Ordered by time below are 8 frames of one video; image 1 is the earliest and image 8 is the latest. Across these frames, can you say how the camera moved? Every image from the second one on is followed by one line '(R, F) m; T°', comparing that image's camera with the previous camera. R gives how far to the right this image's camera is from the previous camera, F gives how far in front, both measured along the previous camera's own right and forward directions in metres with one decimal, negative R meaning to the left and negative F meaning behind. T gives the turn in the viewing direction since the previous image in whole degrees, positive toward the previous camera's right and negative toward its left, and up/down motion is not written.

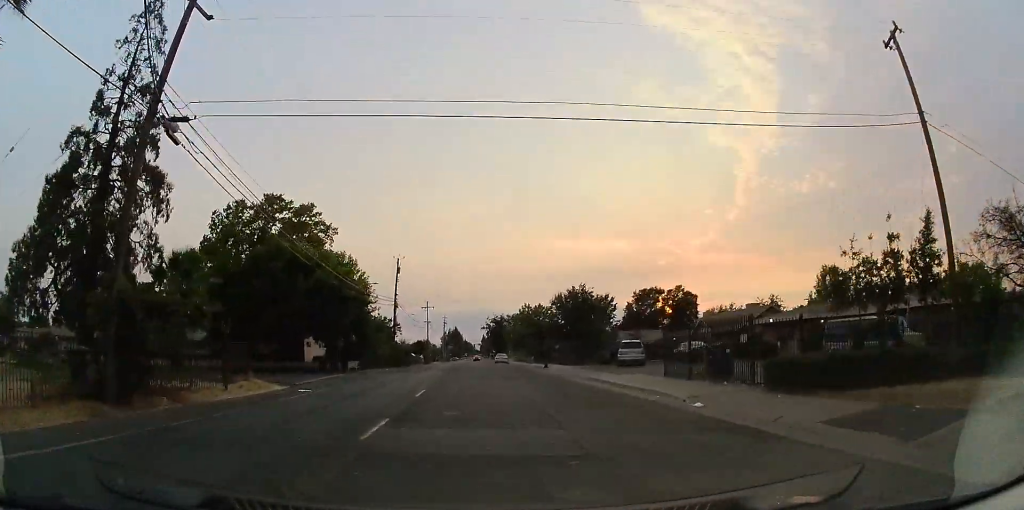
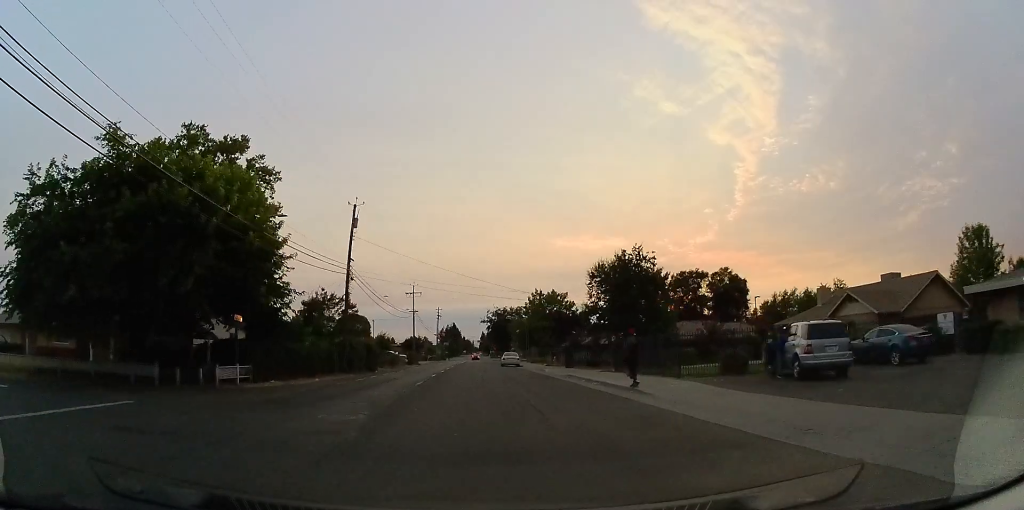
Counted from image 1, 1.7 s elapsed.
(0.0, +21.2) m; -1°
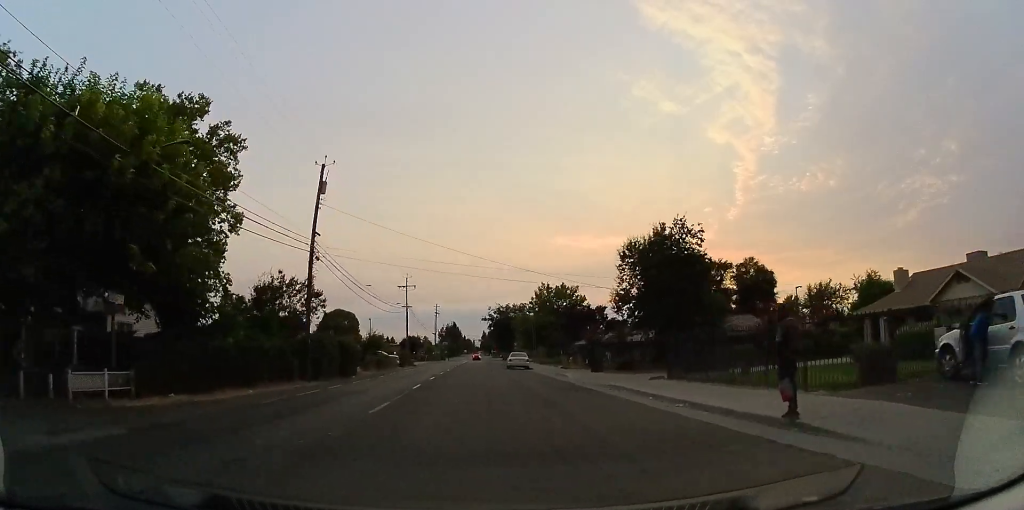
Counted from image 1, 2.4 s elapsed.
(0.0, +8.5) m; 0°
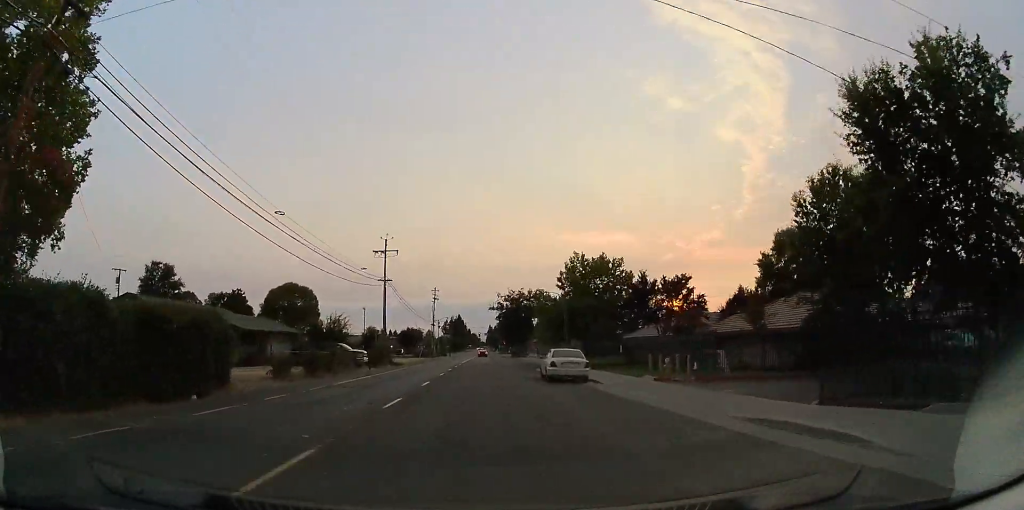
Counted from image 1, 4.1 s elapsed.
(-0.2, +21.0) m; 0°
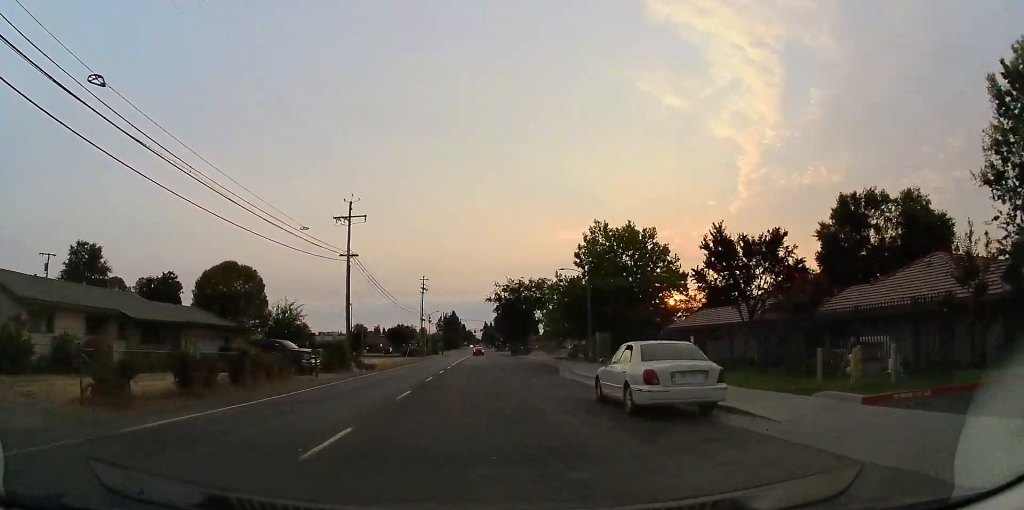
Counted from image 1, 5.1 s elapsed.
(0.0, +12.3) m; 0°
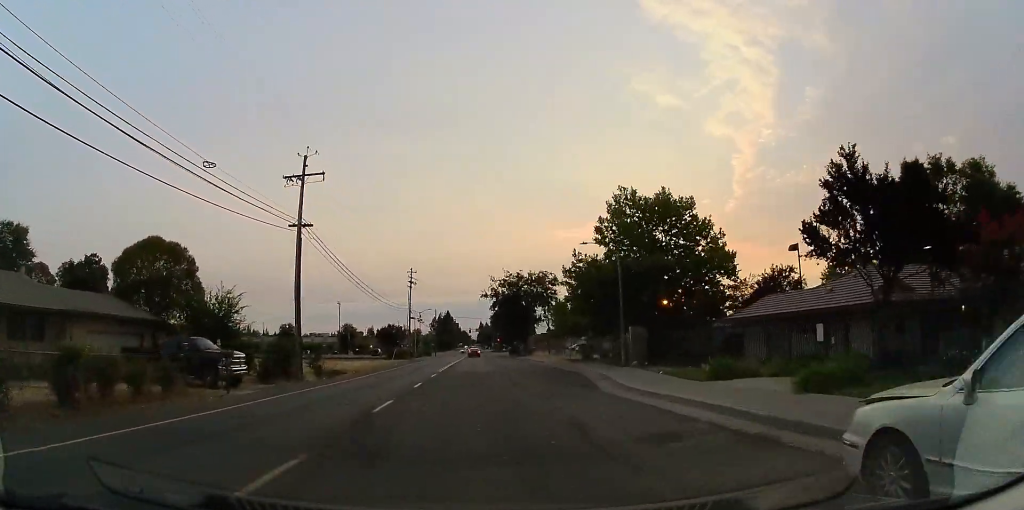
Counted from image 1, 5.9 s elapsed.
(0.0, +9.6) m; 0°
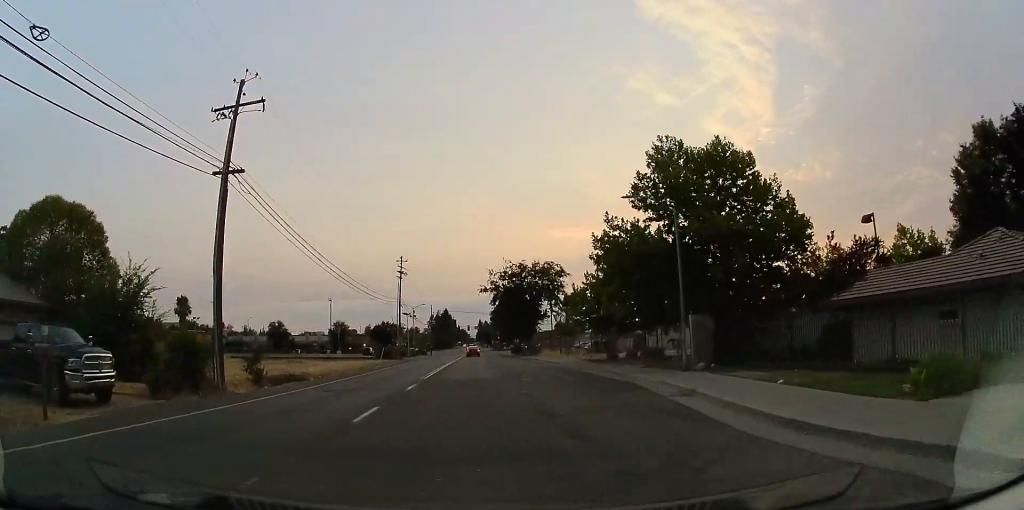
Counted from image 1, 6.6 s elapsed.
(0.0, +8.8) m; 0°
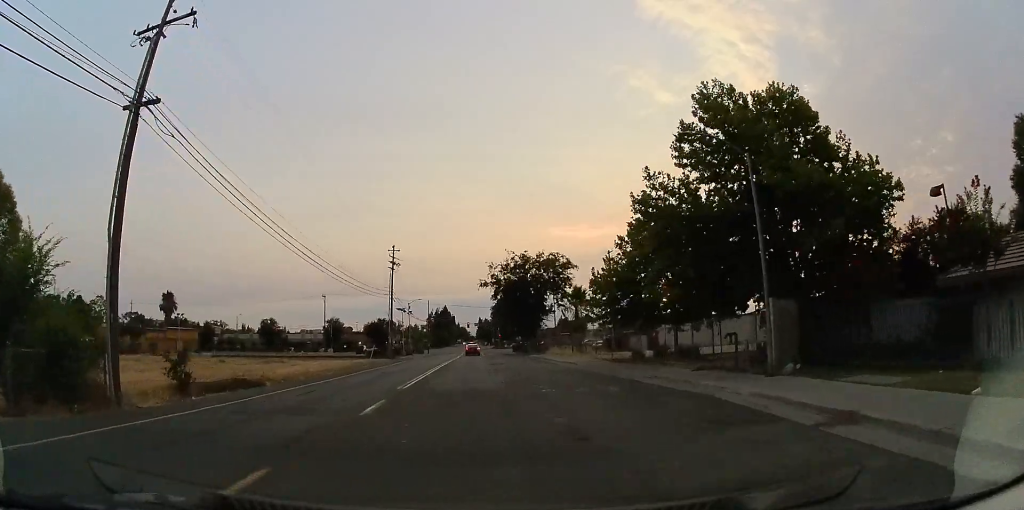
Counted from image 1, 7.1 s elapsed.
(0.0, +6.3) m; 0°
